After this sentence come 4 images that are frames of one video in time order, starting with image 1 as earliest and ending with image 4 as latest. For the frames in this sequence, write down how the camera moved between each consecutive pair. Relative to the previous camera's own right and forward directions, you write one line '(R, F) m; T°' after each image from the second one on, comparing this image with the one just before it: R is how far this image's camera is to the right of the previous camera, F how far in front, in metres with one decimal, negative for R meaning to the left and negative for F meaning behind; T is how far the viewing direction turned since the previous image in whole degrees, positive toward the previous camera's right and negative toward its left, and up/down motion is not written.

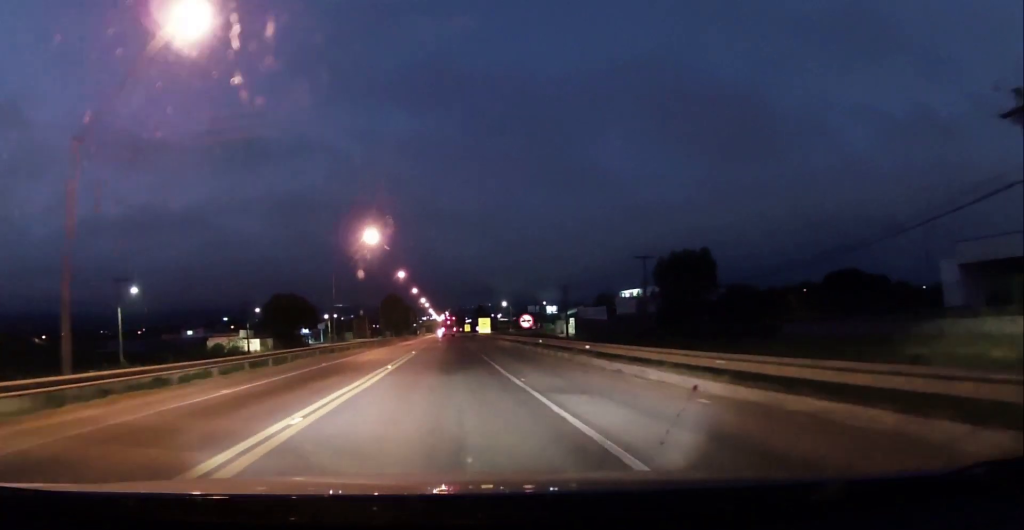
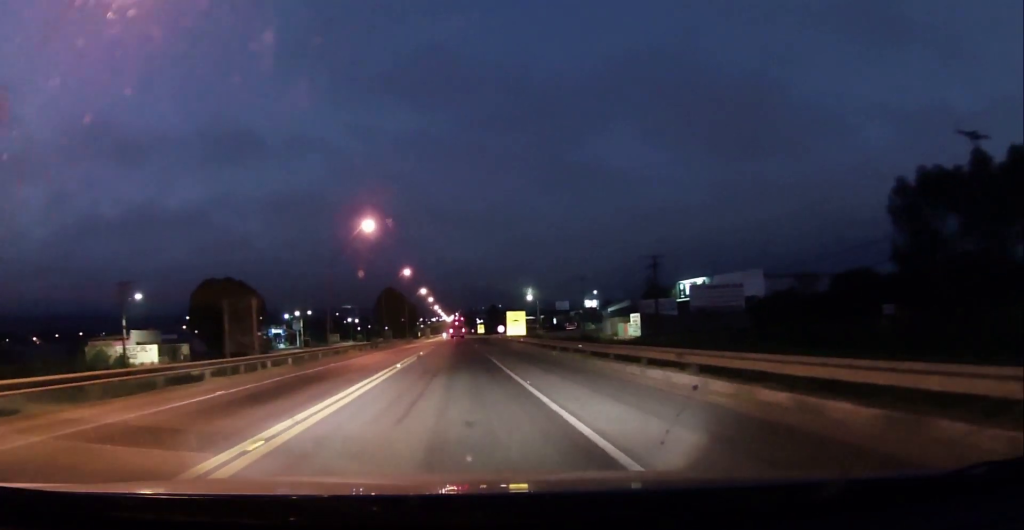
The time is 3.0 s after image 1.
(+1.0, +45.2) m; +1°
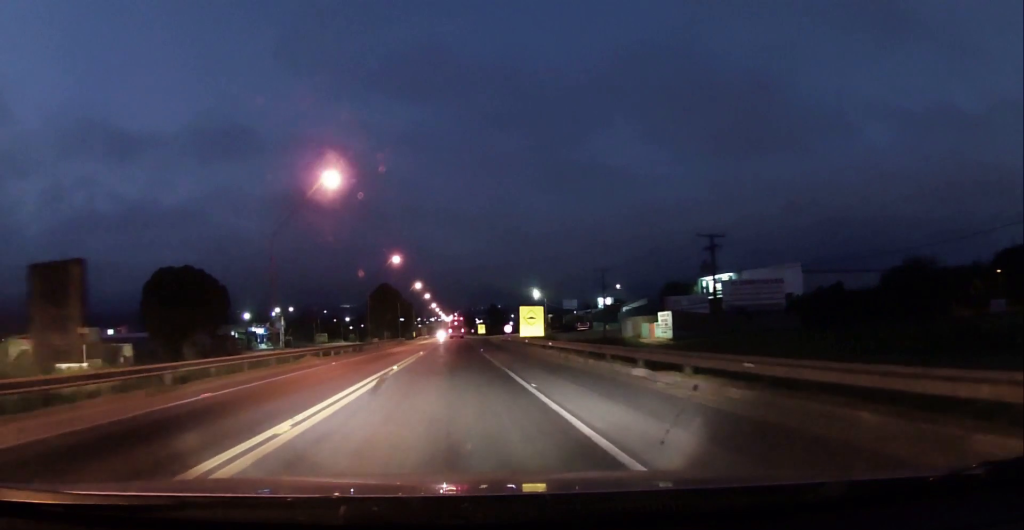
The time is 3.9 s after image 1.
(-0.2, +15.3) m; 0°
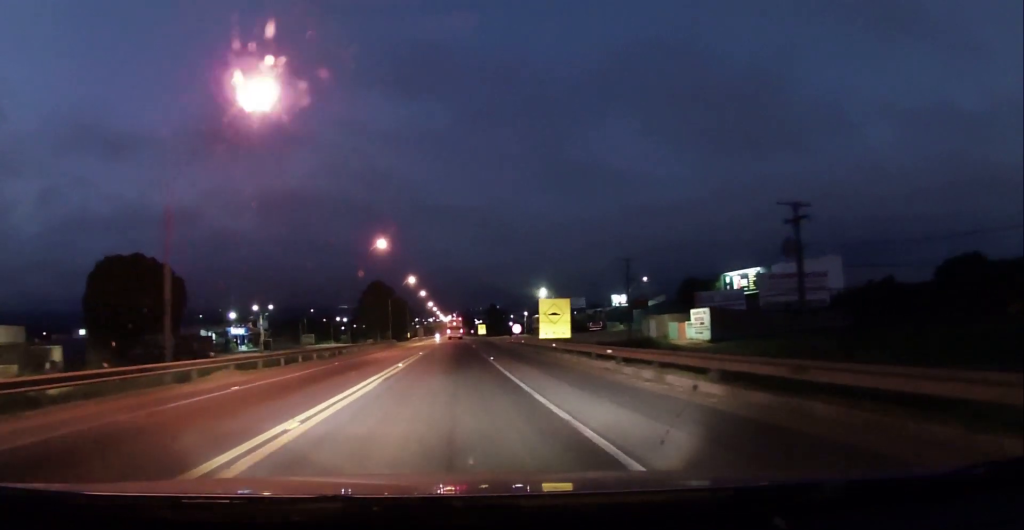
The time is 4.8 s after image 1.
(+0.2, +13.6) m; 0°
